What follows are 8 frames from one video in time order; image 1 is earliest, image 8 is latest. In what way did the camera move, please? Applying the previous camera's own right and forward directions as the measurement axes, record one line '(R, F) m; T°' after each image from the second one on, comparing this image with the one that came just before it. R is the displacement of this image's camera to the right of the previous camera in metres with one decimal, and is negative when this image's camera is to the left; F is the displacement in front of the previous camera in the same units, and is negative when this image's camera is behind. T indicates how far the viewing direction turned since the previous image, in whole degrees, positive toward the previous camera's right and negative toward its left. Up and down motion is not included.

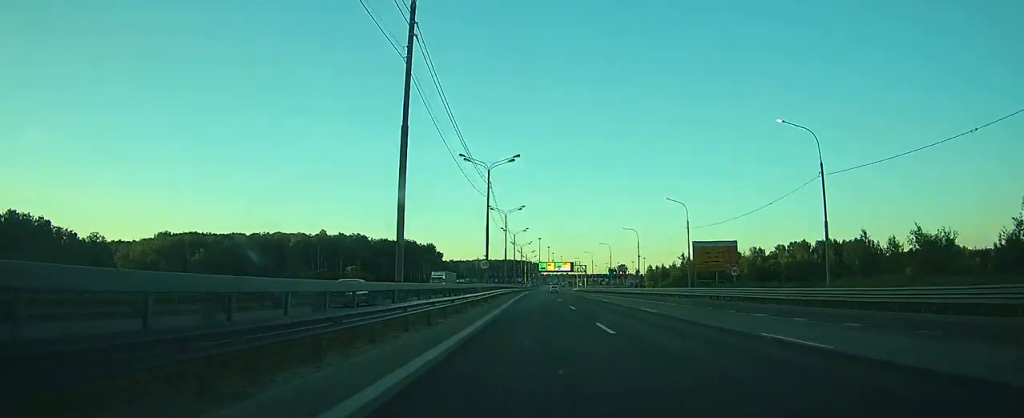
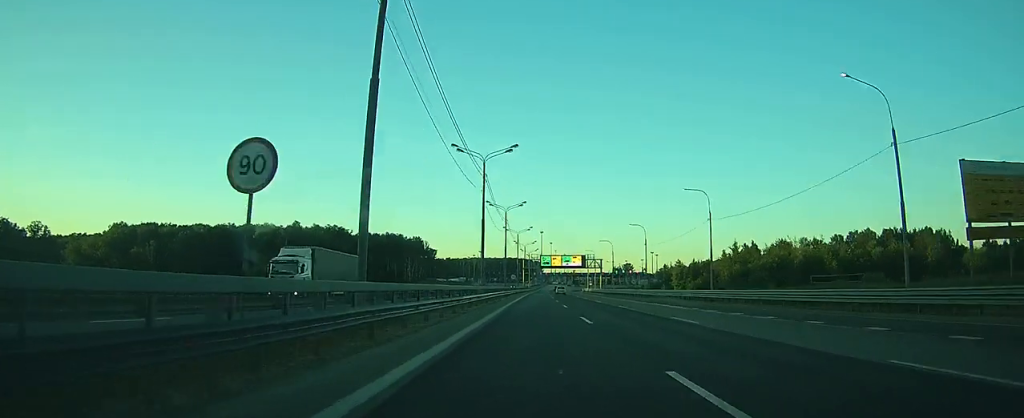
(-0.1, +41.7) m; -1°
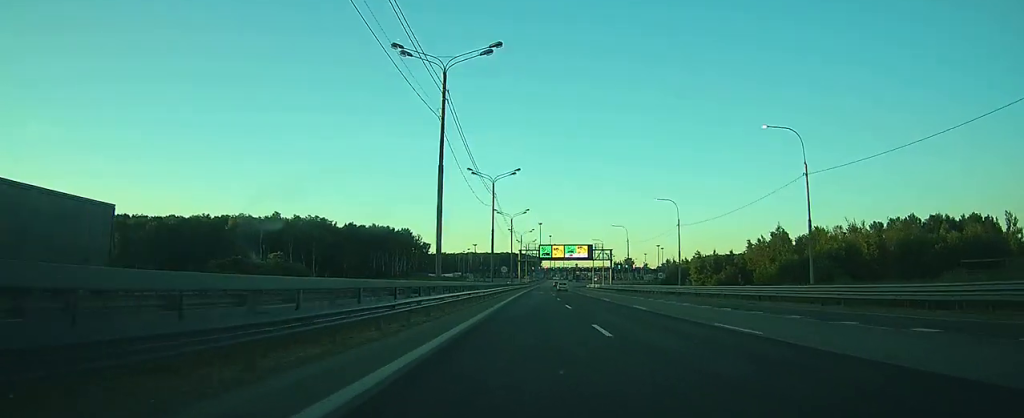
(-0.1, +22.9) m; 0°
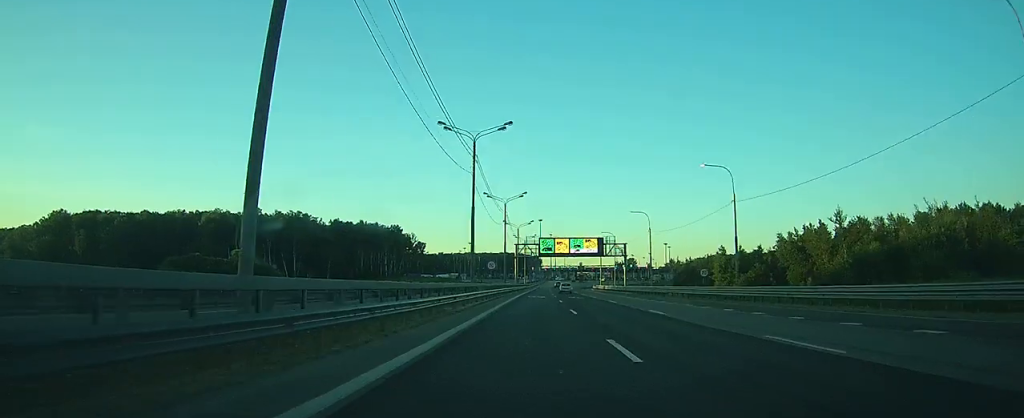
(-0.1, +20.6) m; 0°
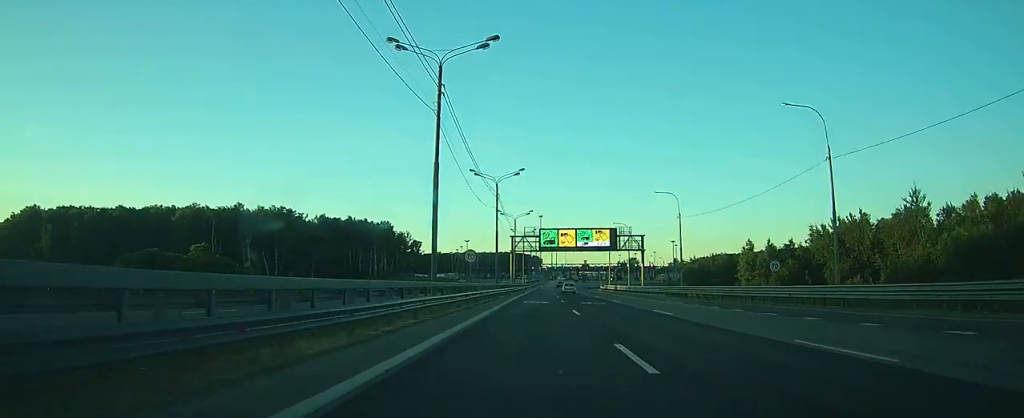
(0.0, +17.4) m; 0°
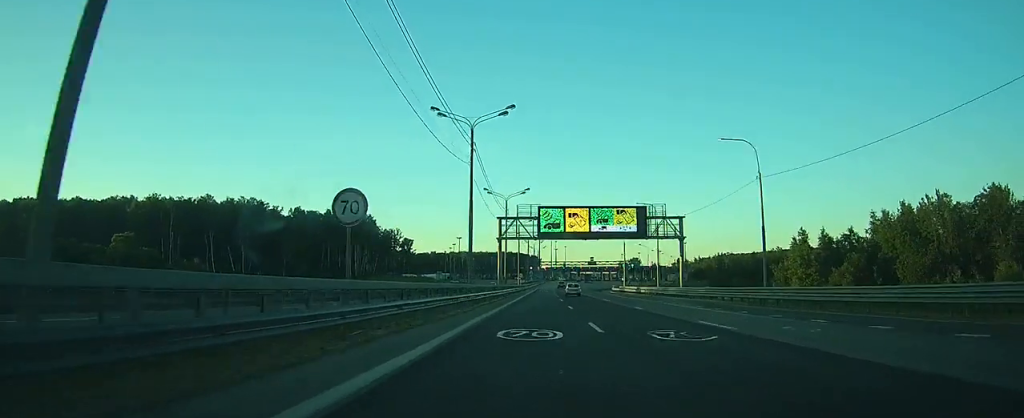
(0.0, +24.8) m; 0°
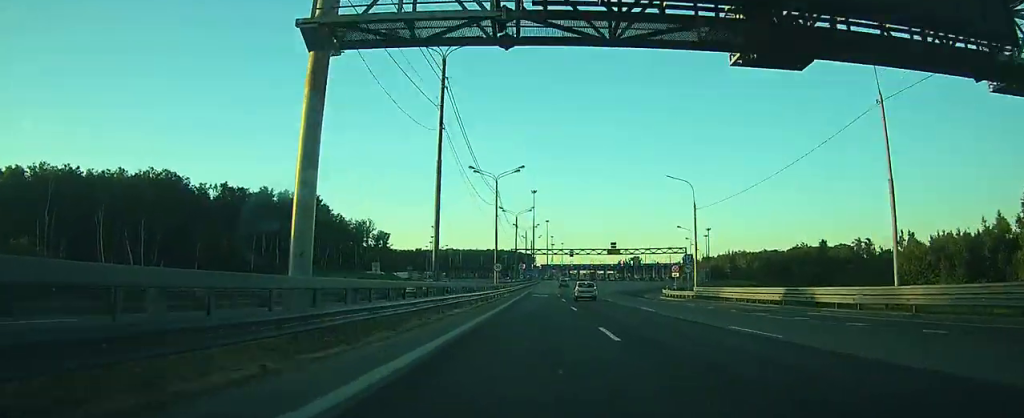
(+0.3, +51.5) m; +1°
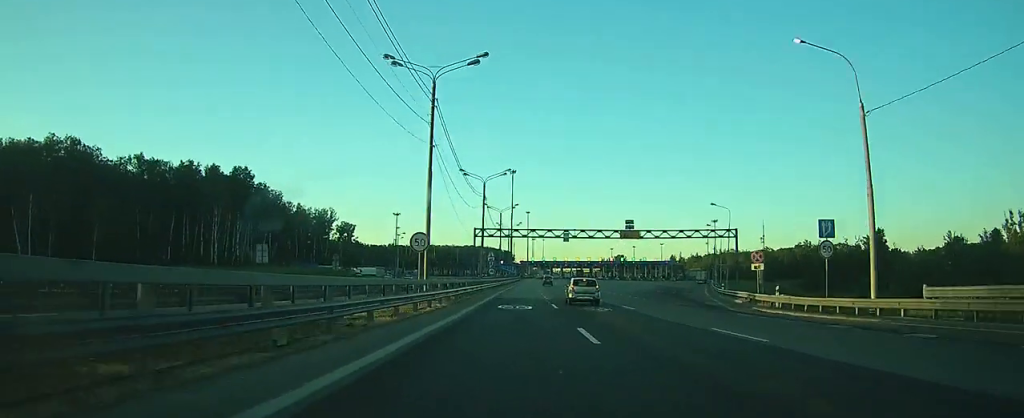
(+0.2, +33.1) m; +1°
